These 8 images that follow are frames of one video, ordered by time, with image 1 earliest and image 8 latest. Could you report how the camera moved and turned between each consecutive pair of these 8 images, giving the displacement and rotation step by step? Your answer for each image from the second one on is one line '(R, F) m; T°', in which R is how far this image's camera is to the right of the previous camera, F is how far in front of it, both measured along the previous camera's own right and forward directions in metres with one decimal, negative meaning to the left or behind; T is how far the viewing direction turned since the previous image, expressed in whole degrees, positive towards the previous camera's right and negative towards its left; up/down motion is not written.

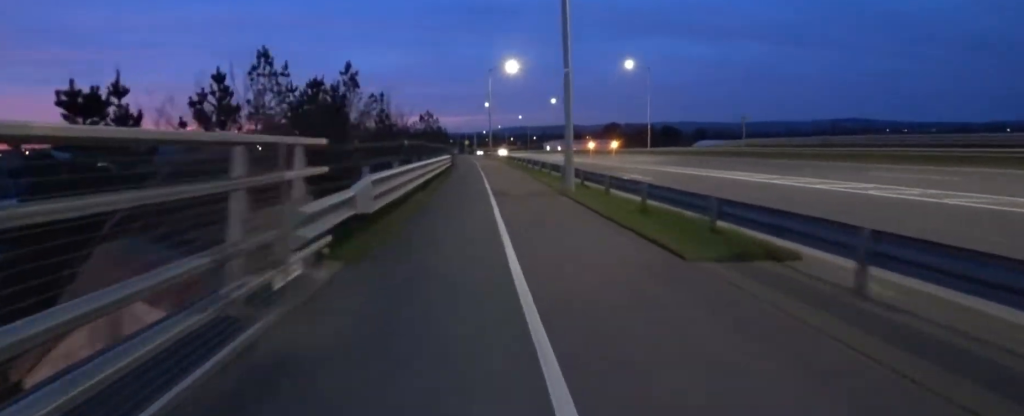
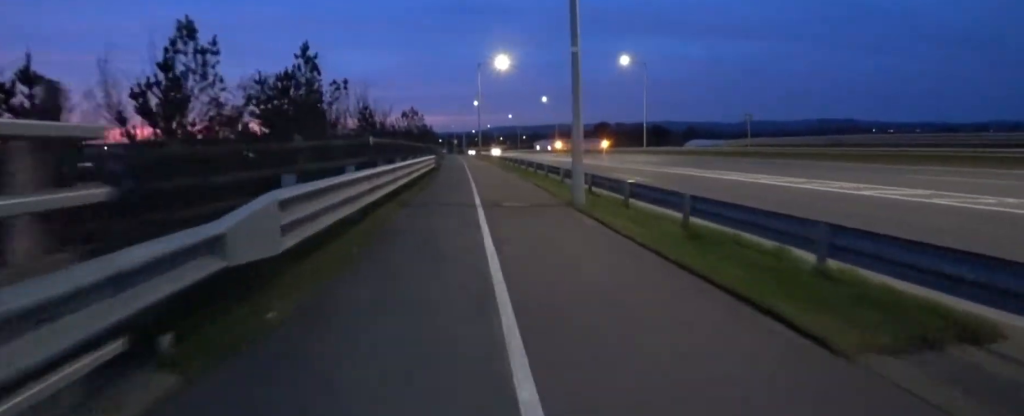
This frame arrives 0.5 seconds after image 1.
(+0.5, +2.2) m; 0°
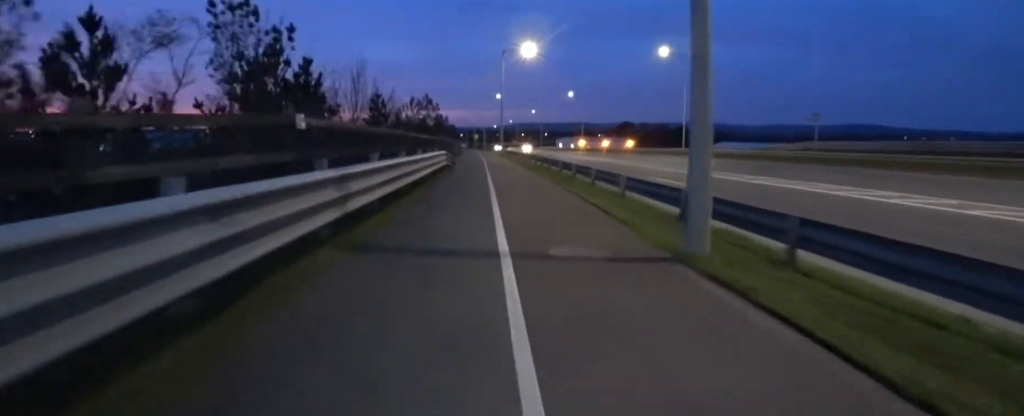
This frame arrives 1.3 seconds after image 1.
(-0.8, +4.2) m; -2°
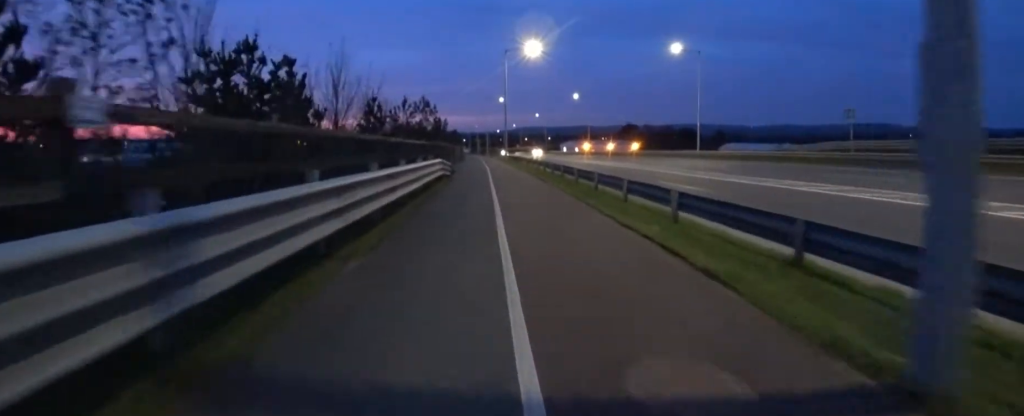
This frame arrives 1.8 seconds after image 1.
(+0.1, +2.6) m; +1°
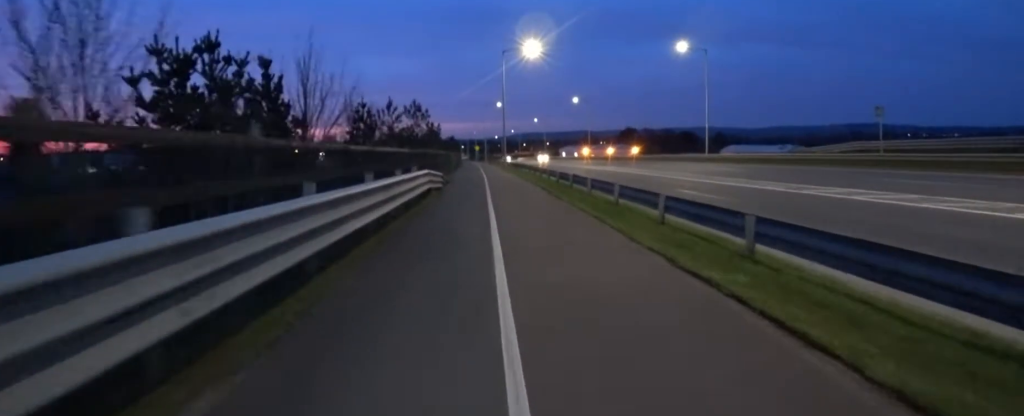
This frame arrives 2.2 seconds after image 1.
(+0.3, +2.3) m; +1°
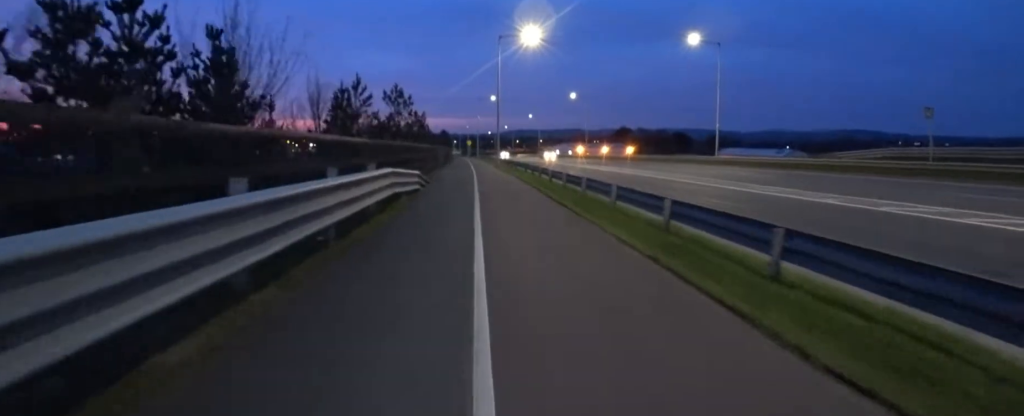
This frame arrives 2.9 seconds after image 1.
(0.0, +3.5) m; +1°
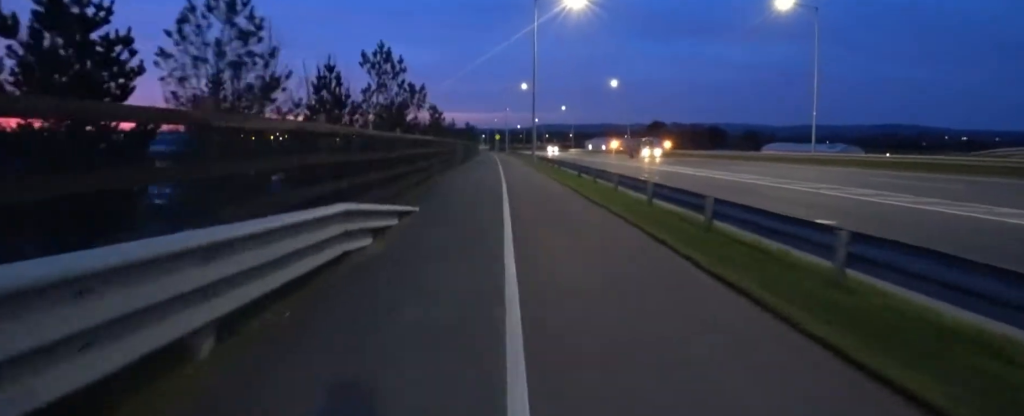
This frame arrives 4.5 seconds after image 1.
(+0.2, +8.3) m; -3°
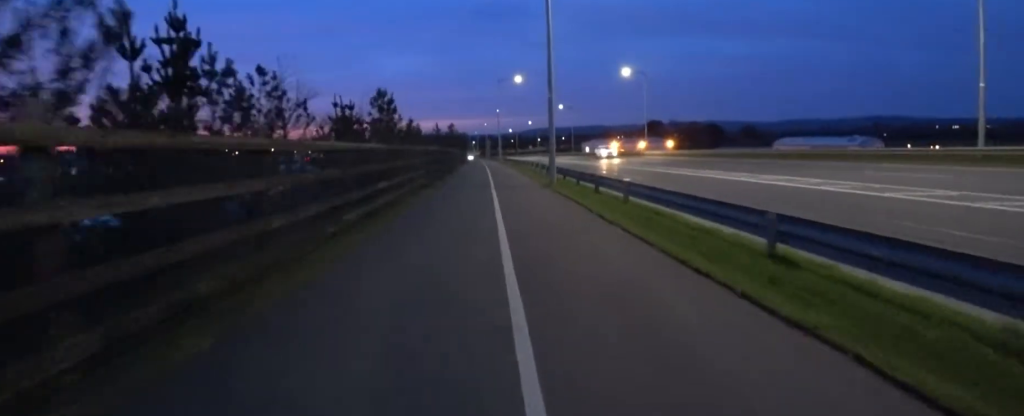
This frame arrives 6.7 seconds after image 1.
(+0.2, +11.5) m; -1°
